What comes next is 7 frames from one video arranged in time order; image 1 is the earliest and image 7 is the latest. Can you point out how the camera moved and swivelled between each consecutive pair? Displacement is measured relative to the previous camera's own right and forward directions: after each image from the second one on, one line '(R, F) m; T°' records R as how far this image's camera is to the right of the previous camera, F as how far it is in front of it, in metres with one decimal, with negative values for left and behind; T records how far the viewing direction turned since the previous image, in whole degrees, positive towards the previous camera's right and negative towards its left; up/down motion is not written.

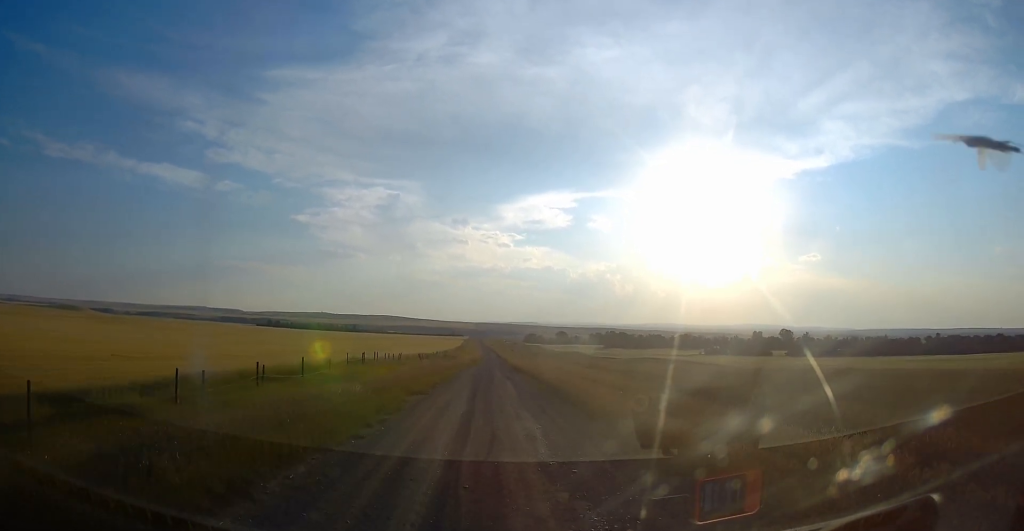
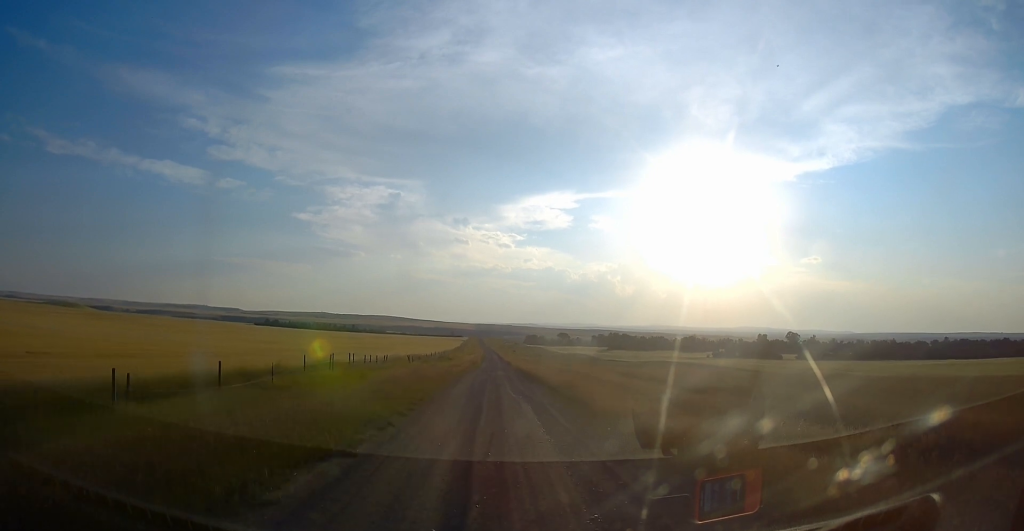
(+0.1, +11.0) m; -1°
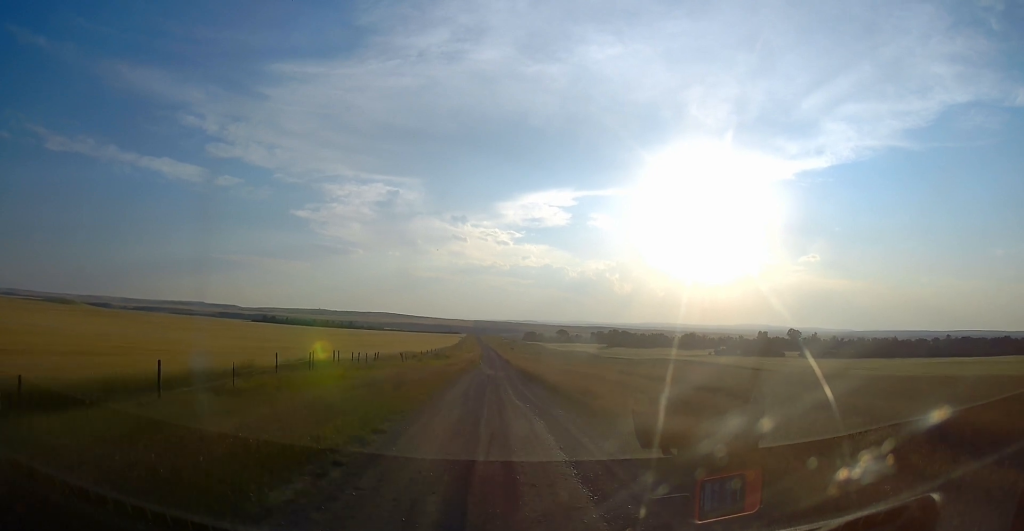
(-0.1, +4.5) m; -1°
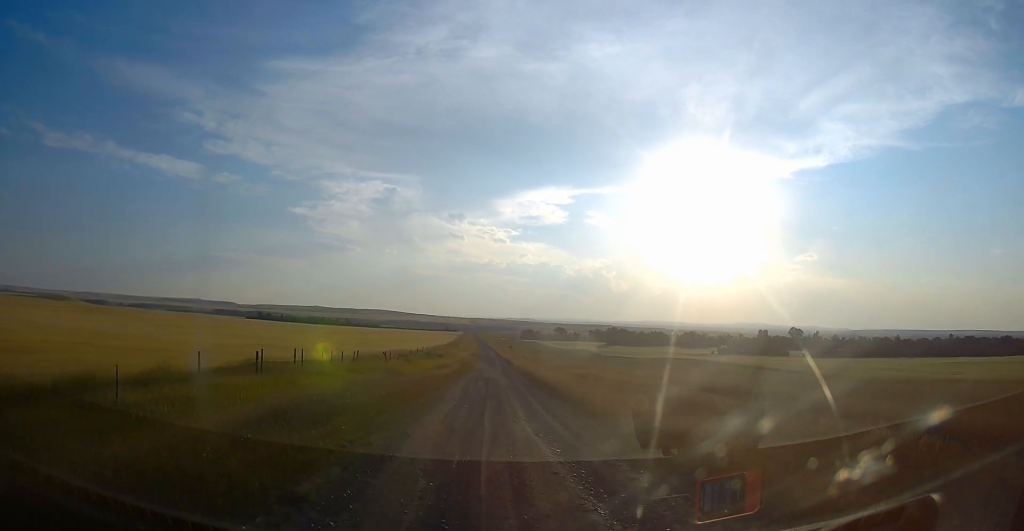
(-0.1, +8.1) m; 0°
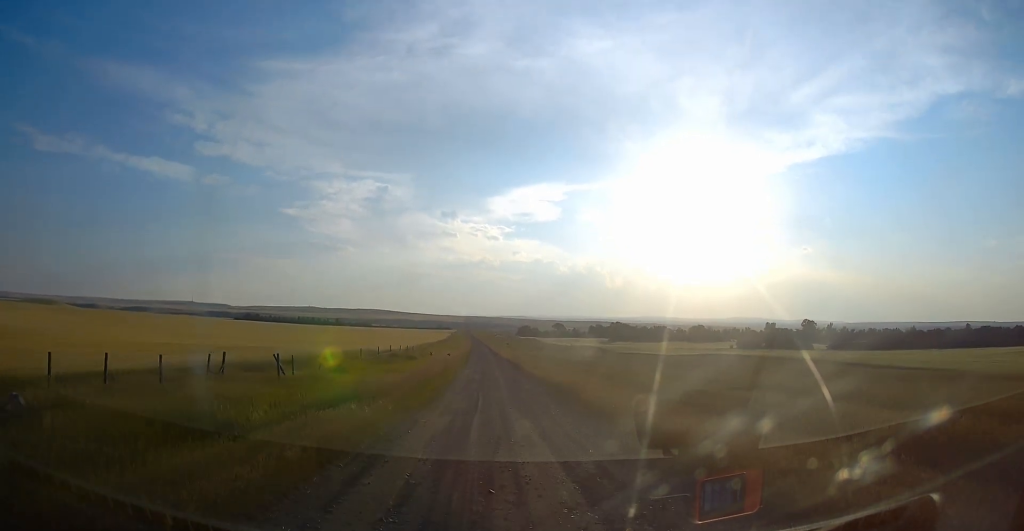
(+0.8, +26.3) m; +2°
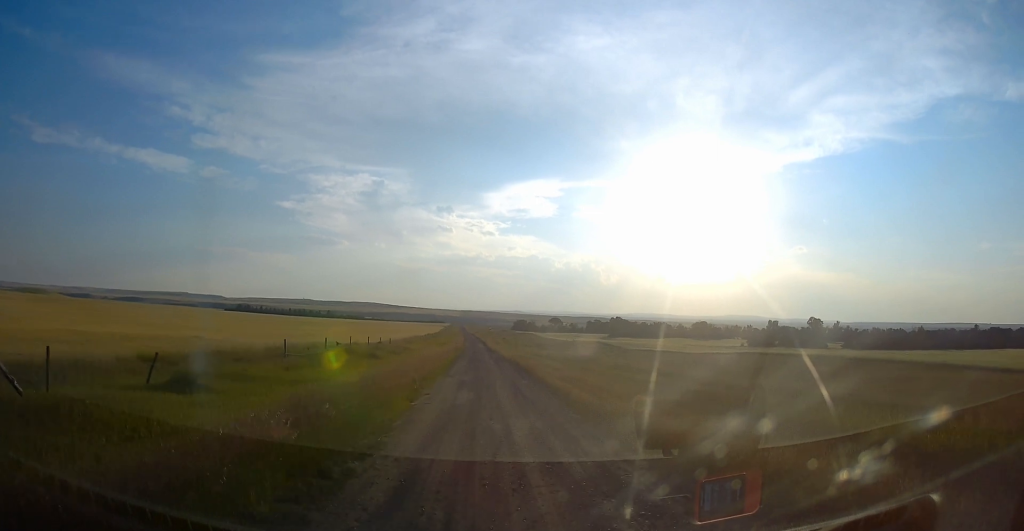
(-0.2, +15.9) m; 0°
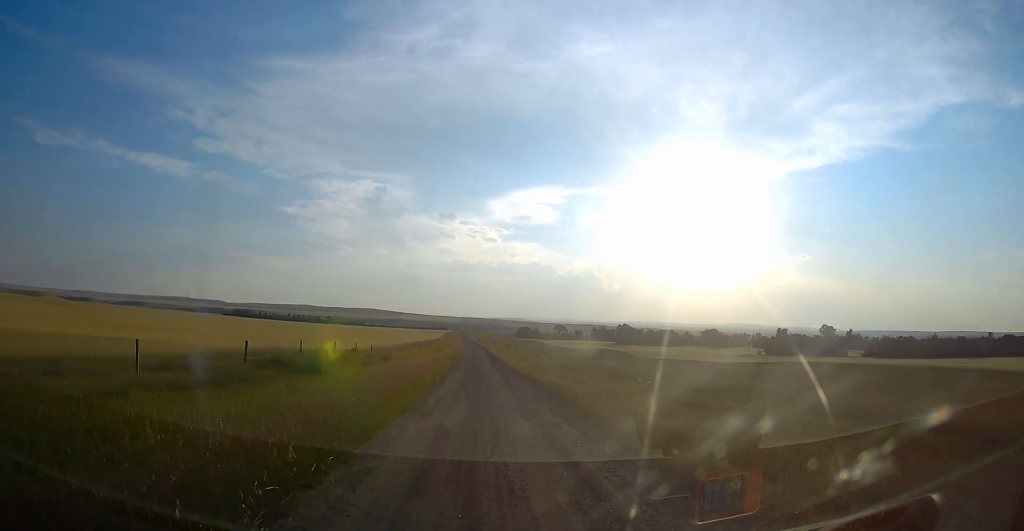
(0.0, +12.7) m; 0°
